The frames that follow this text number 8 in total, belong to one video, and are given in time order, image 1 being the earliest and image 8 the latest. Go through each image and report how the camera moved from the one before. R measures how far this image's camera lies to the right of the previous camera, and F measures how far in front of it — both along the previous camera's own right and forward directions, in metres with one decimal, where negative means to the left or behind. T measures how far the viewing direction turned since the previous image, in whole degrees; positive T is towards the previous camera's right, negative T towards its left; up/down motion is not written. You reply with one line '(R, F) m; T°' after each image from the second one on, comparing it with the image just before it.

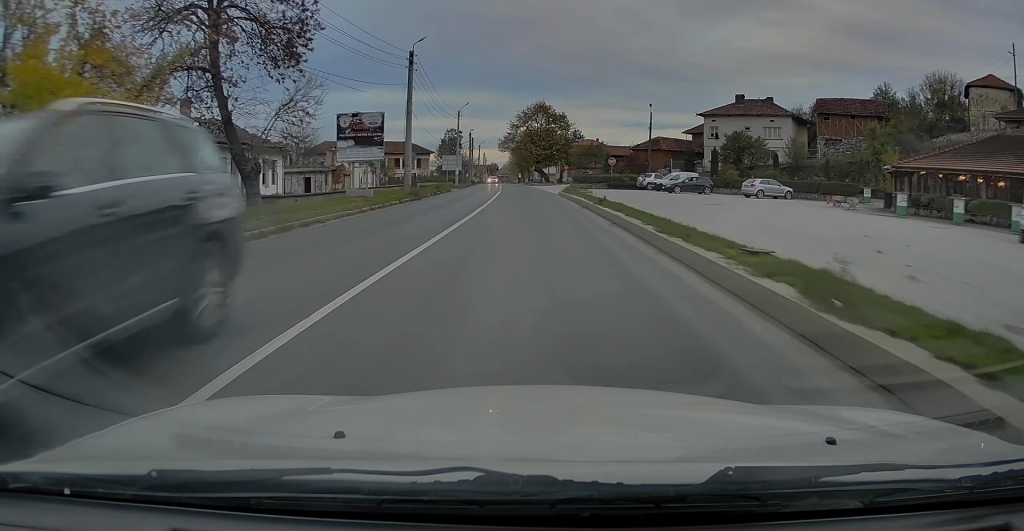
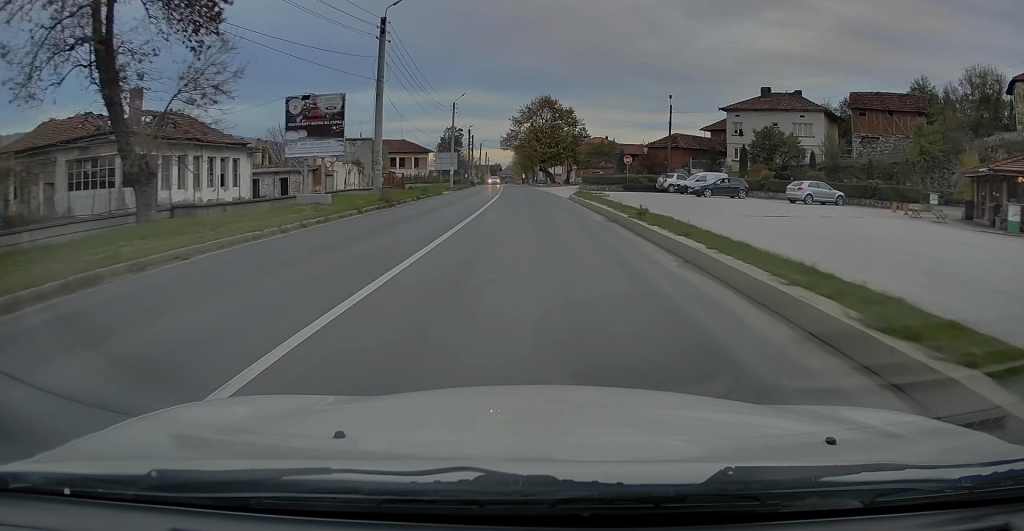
(+0.1, +7.8) m; 0°
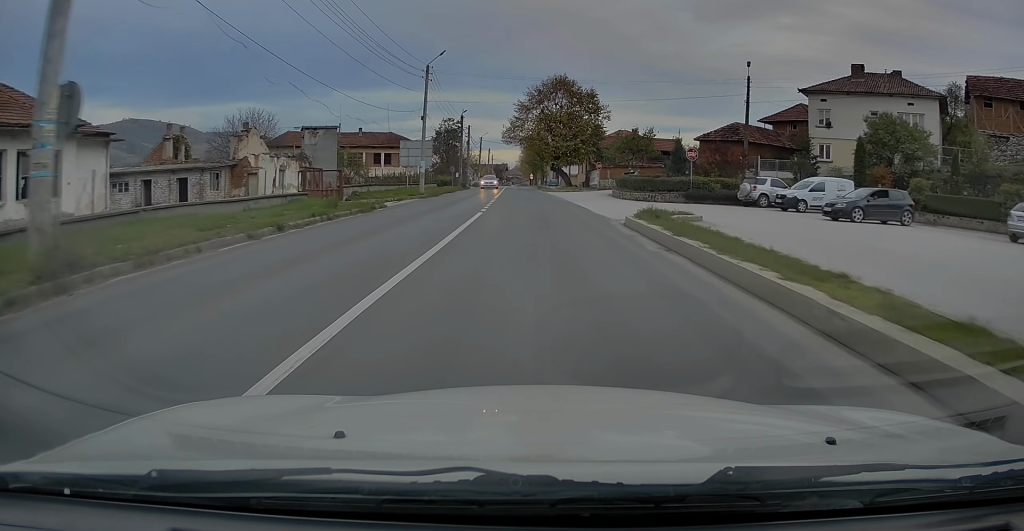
(-0.2, +20.0) m; -2°
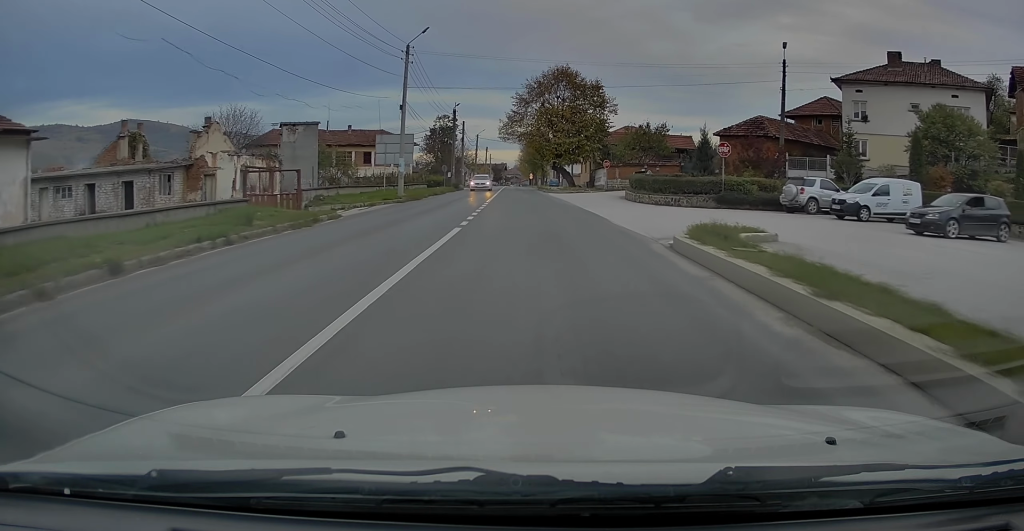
(0.0, +6.2) m; 0°
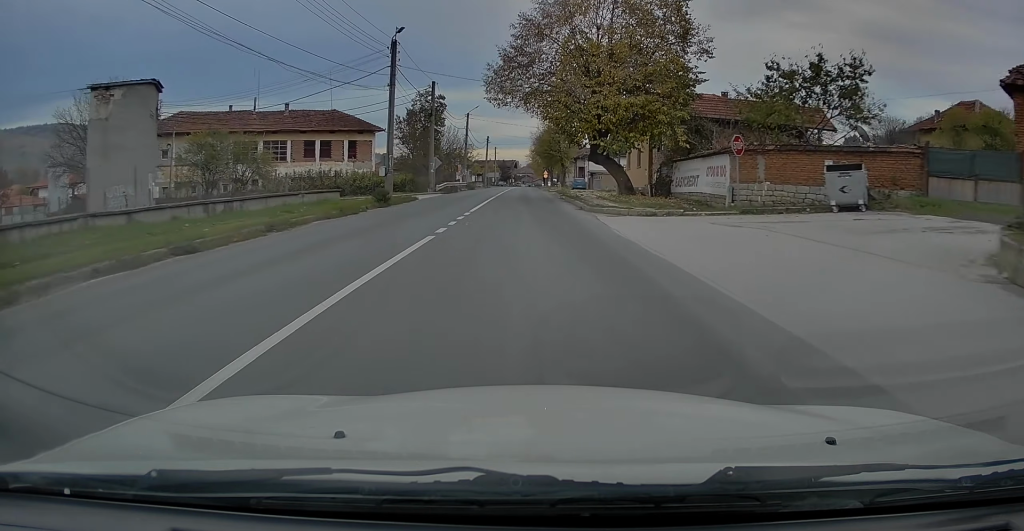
(+0.1, +32.4) m; 0°
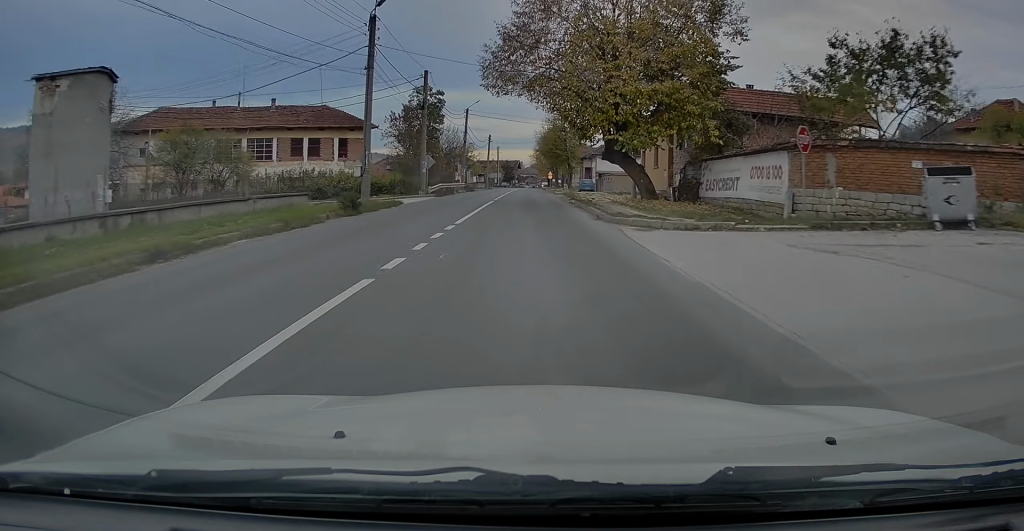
(0.0, +5.2) m; -1°
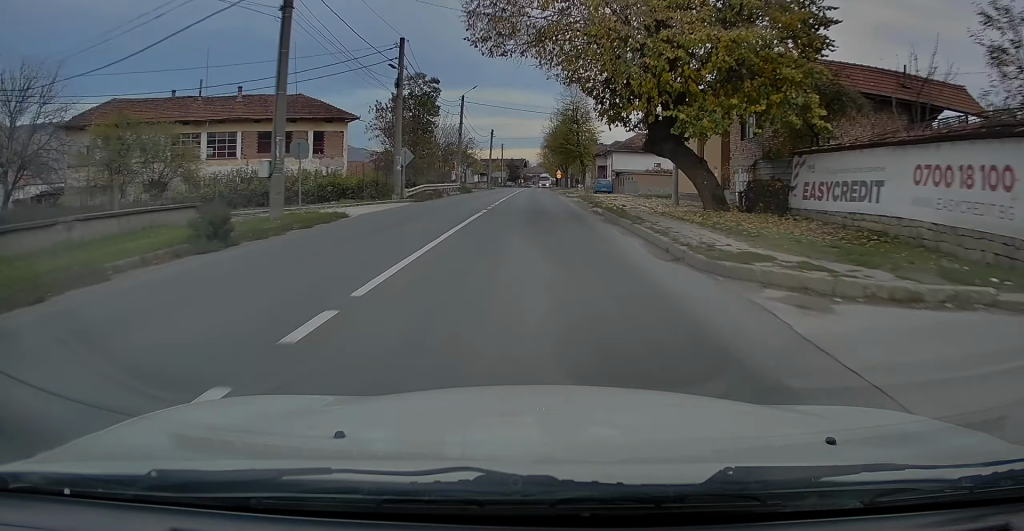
(-0.1, +9.9) m; -2°
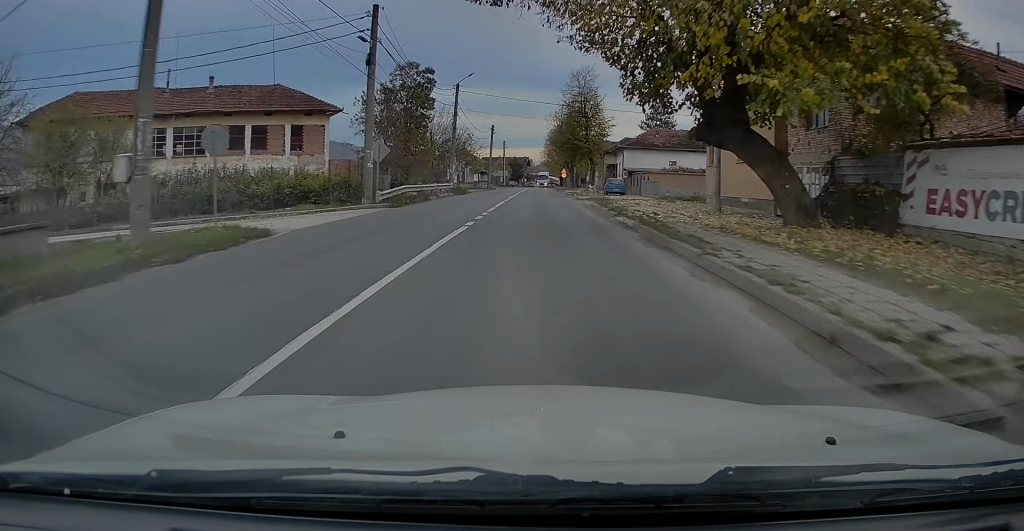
(-0.1, +6.2) m; -1°
